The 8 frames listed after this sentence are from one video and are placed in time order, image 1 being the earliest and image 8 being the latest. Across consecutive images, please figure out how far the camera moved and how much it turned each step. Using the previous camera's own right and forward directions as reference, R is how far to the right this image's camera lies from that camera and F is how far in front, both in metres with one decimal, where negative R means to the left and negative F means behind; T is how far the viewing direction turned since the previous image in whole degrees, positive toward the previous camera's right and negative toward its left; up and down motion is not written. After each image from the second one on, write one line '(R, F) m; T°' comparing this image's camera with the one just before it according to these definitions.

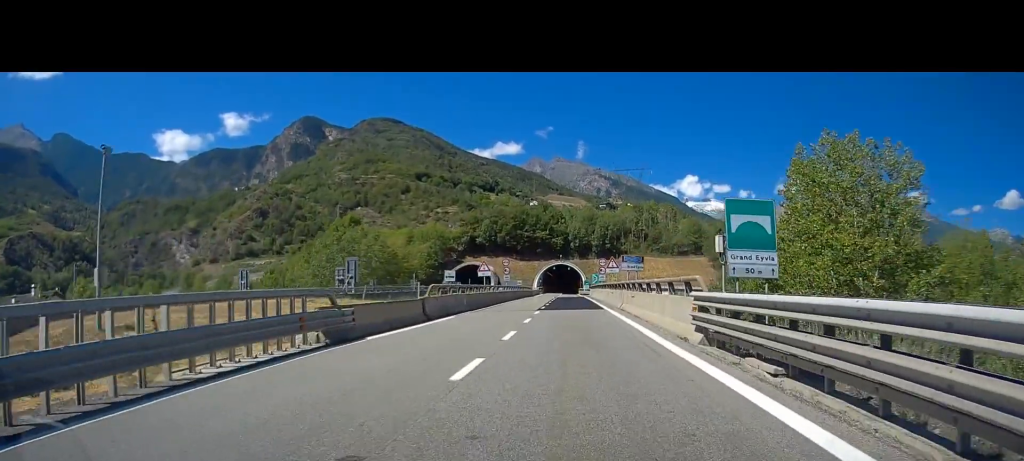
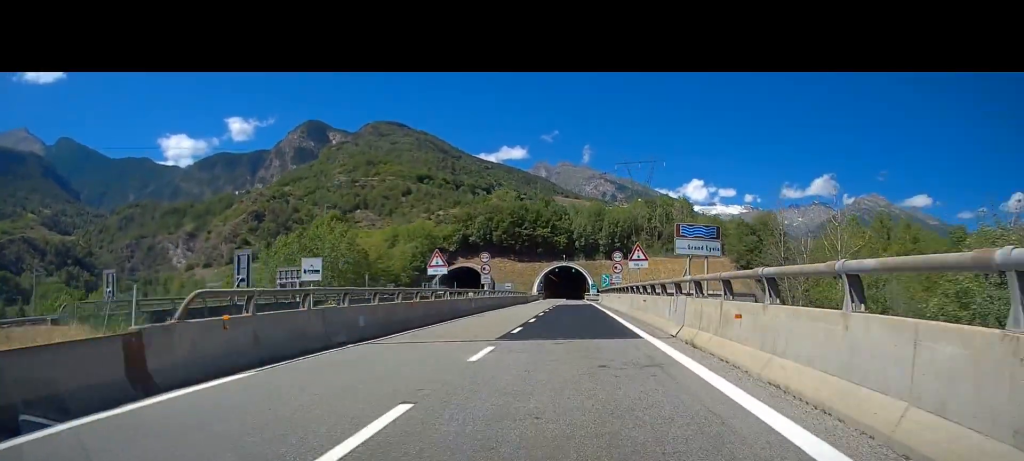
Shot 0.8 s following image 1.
(-0.2, +19.2) m; 0°
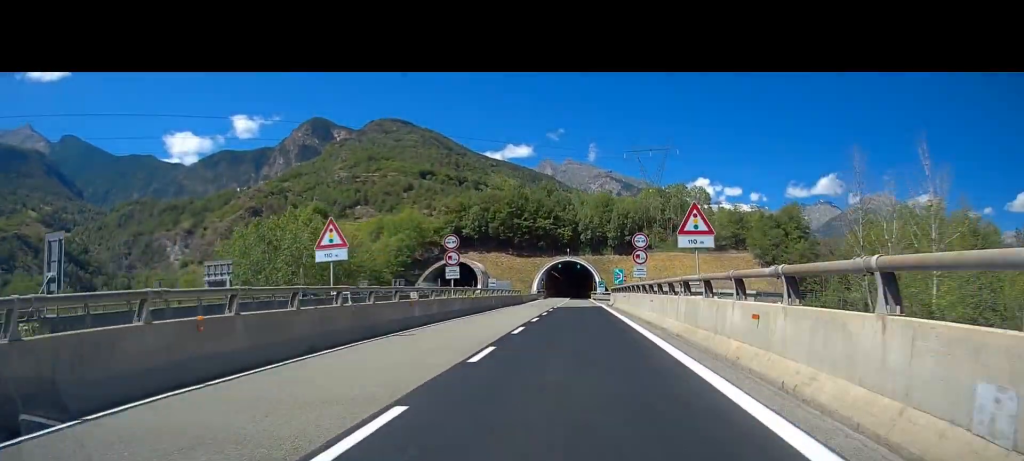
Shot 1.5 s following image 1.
(+0.2, +14.4) m; 0°
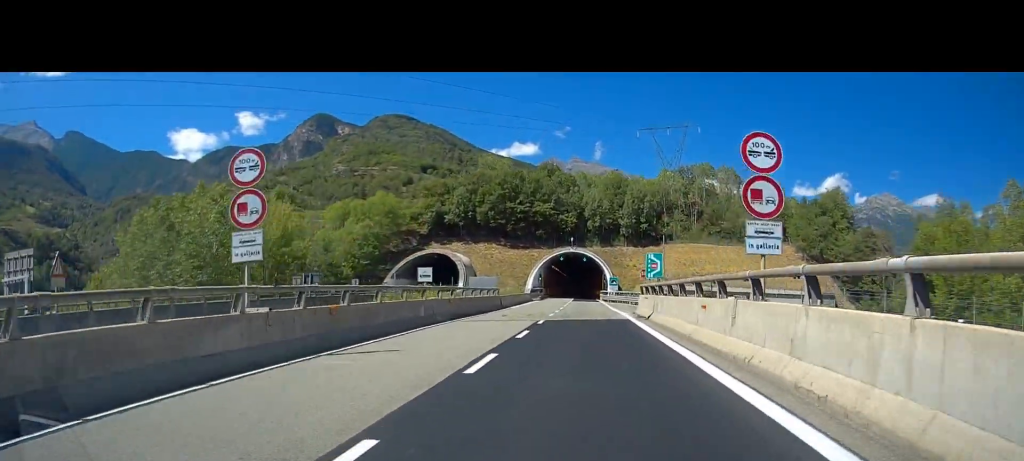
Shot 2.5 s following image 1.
(-0.3, +20.3) m; -1°
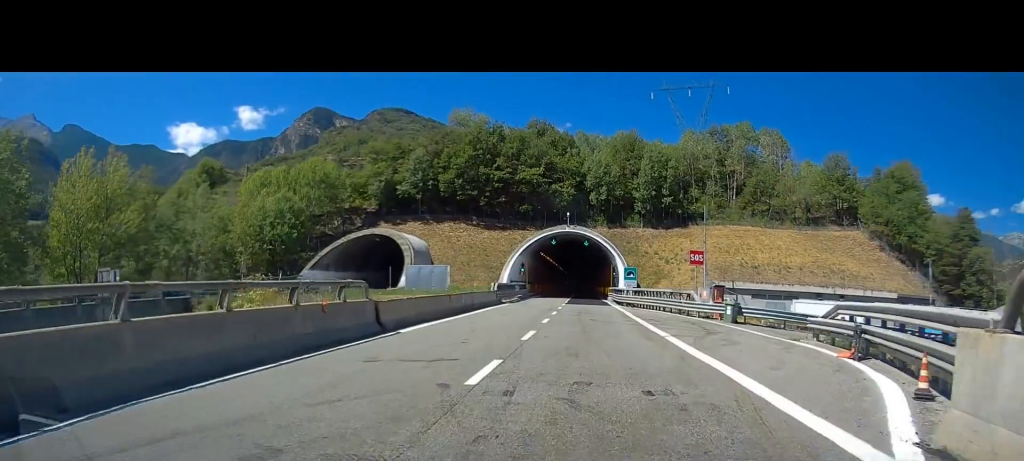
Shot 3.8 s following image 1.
(-0.1, +23.0) m; 0°
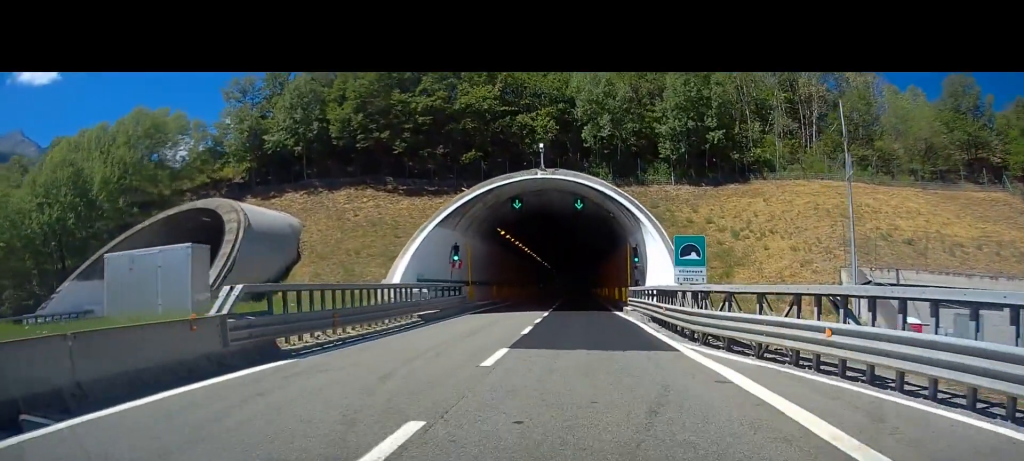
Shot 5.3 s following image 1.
(+0.2, +29.8) m; +1°
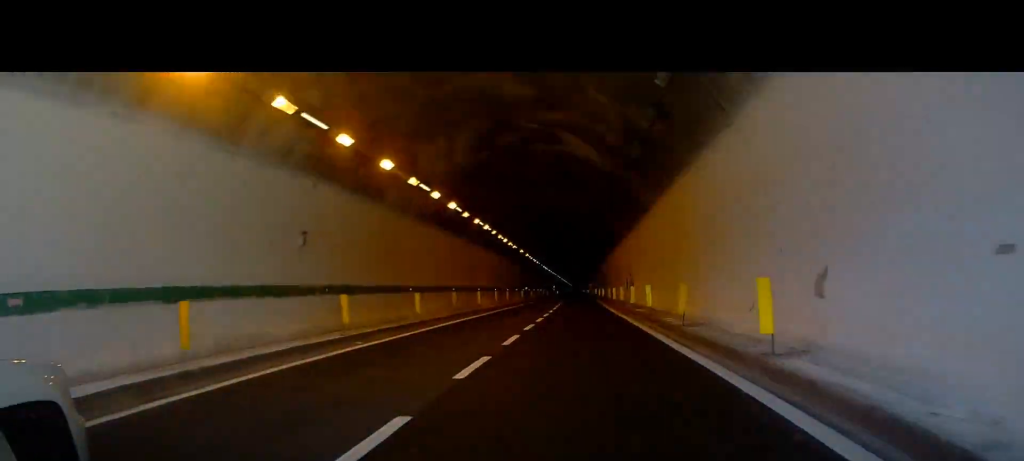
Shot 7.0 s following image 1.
(+0.6, +43.1) m; +1°
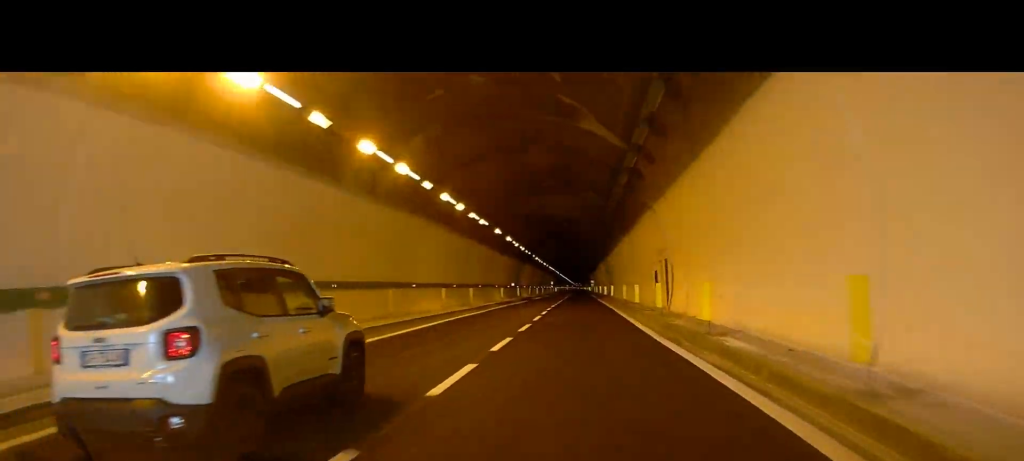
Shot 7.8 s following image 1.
(-0.1, +24.7) m; 0°
